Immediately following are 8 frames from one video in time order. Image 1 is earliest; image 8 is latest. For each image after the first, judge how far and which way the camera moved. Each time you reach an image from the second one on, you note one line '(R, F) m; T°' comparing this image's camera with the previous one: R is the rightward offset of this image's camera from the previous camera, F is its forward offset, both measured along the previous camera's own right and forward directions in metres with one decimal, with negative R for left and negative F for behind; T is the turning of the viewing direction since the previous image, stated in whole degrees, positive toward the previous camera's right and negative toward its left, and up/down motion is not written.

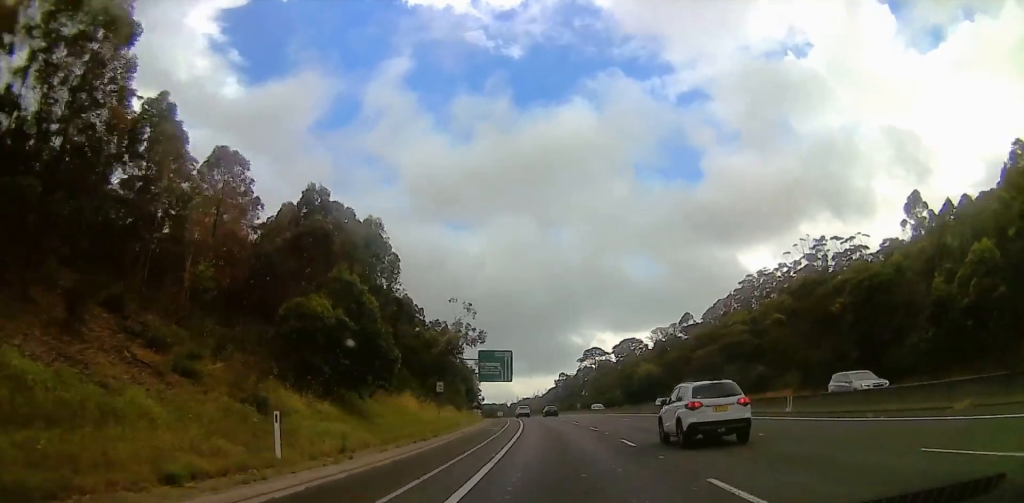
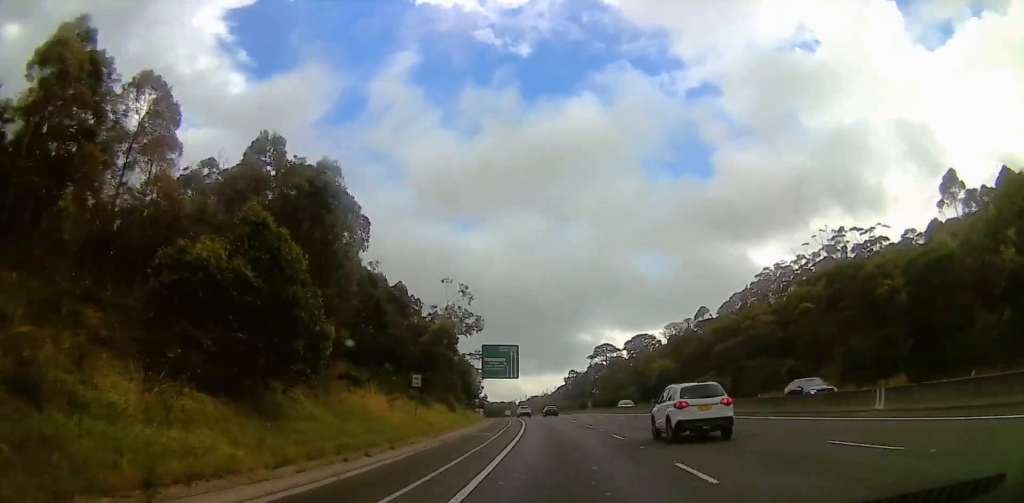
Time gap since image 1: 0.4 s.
(-0.1, +8.9) m; 0°
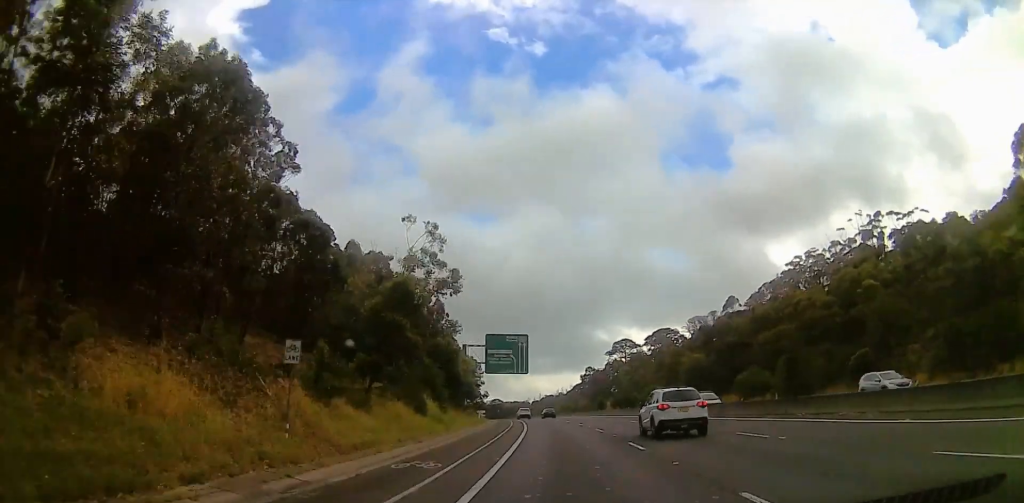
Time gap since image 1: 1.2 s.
(-0.1, +16.9) m; -2°
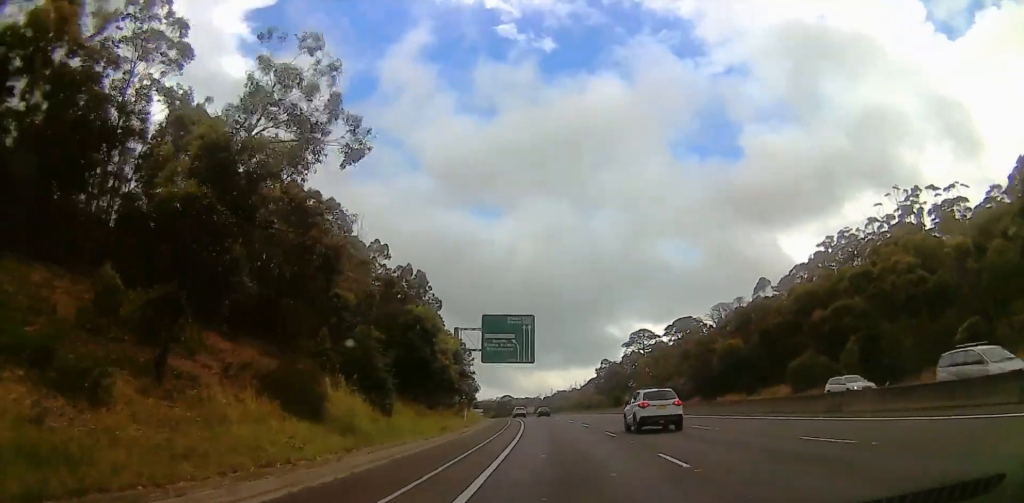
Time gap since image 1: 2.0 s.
(-0.1, +17.8) m; -3°
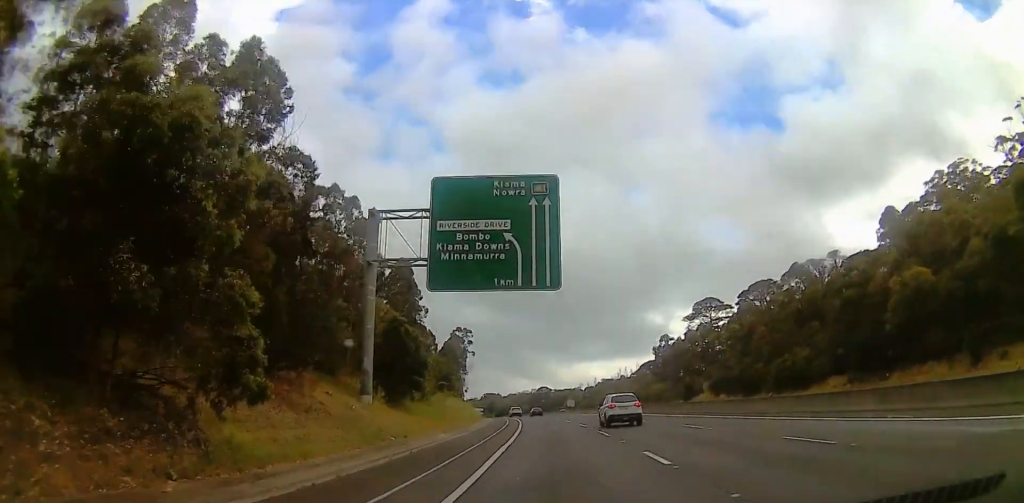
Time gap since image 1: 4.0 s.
(-1.4, +46.4) m; -1°
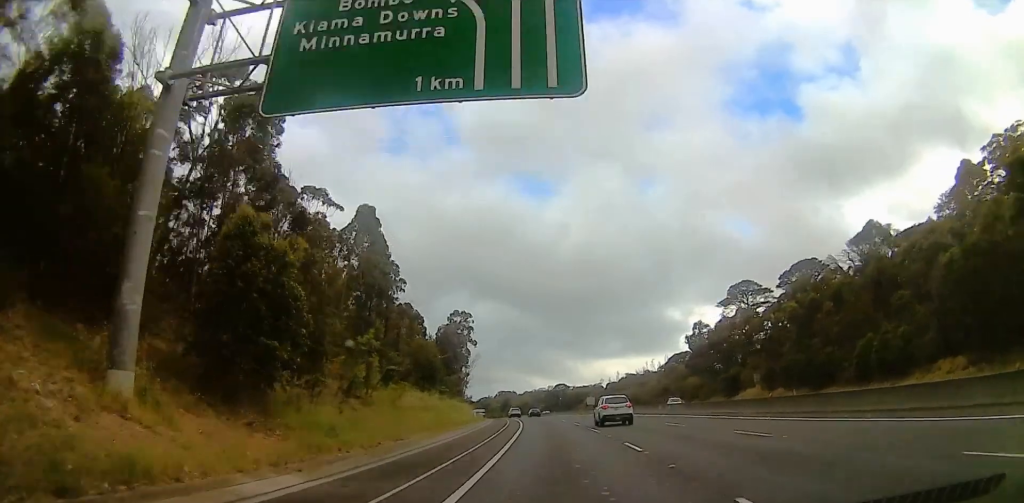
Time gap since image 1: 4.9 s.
(0.0, +19.8) m; -2°
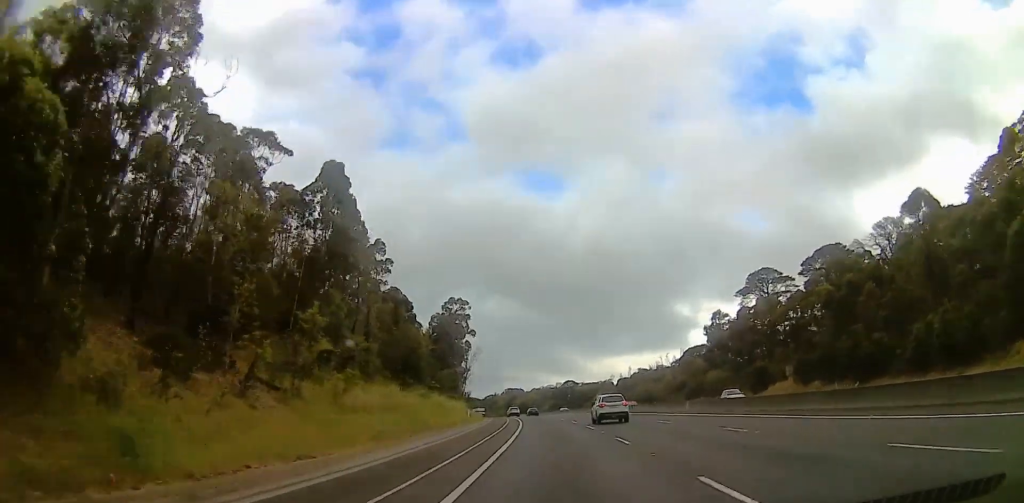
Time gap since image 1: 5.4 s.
(-0.2, +10.0) m; -1°
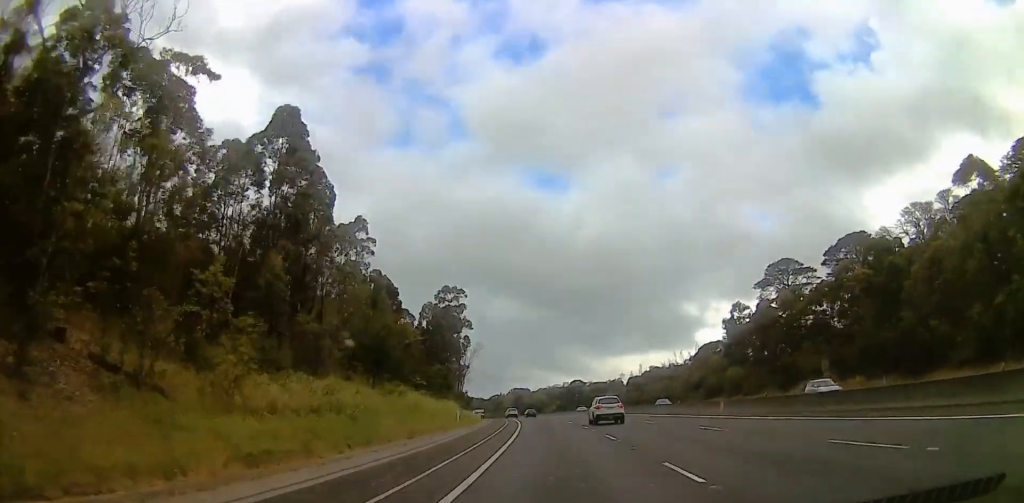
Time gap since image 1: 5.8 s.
(+0.1, +9.1) m; -1°
